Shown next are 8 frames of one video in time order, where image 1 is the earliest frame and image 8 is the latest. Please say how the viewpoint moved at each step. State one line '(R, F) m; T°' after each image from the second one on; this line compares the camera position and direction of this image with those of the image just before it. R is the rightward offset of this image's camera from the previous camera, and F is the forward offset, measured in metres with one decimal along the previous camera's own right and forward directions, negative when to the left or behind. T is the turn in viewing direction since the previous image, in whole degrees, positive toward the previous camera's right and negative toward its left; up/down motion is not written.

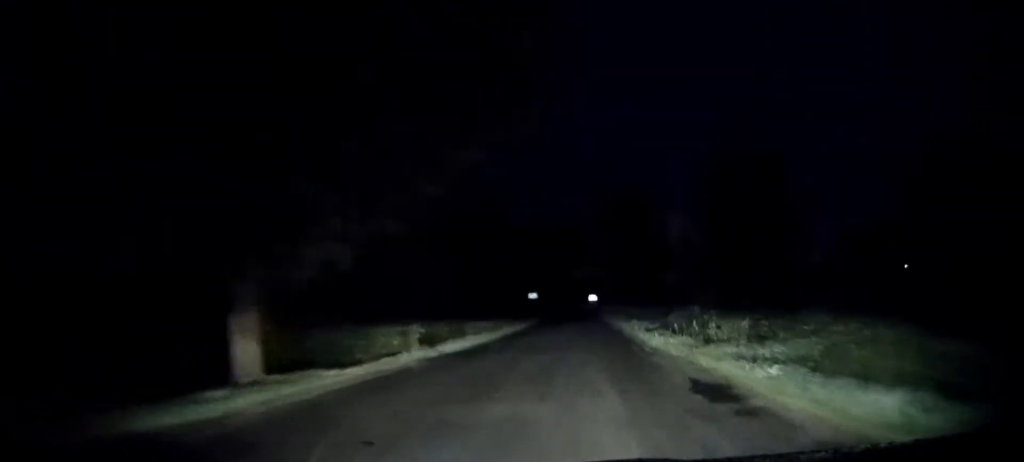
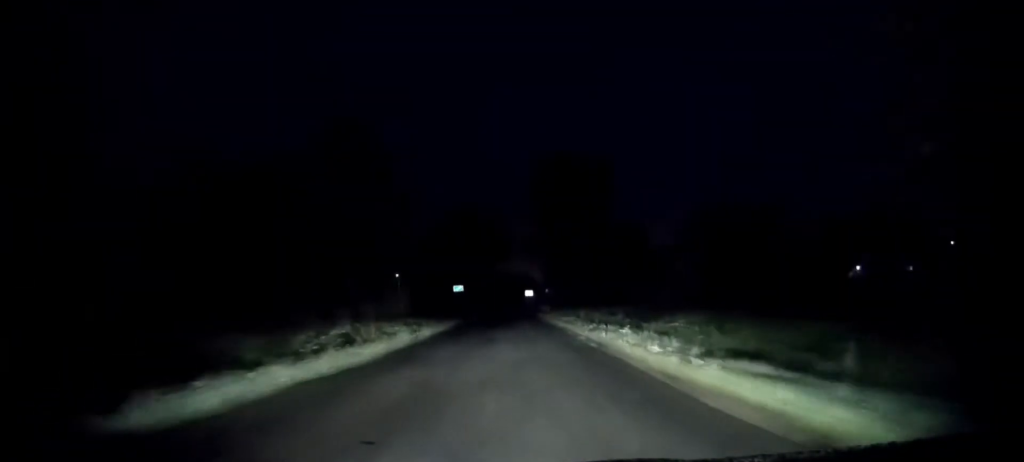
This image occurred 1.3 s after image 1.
(+1.0, +16.4) m; +4°
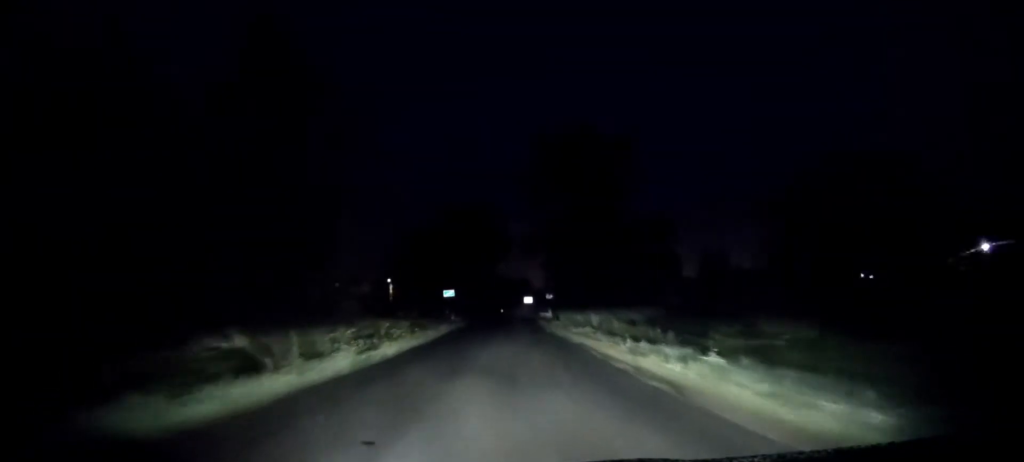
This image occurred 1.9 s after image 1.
(+0.1, +9.2) m; 0°
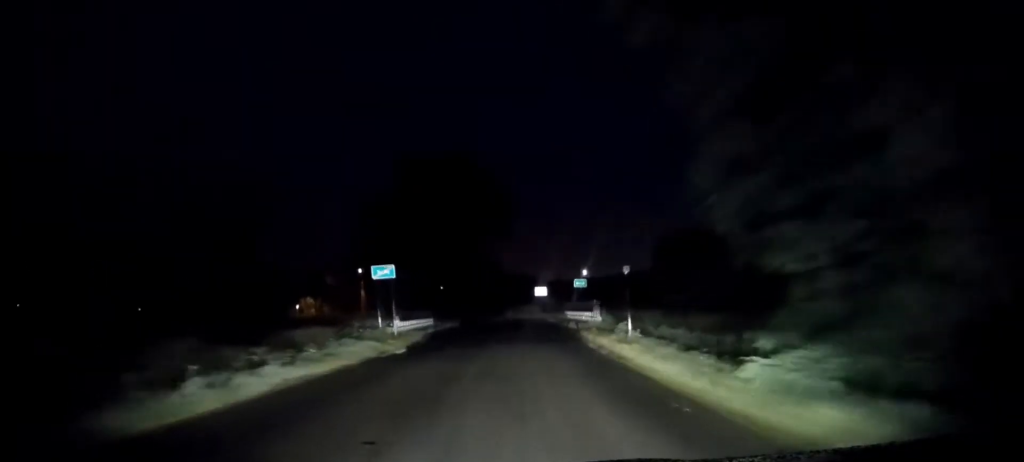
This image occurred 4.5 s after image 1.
(-0.1, +35.6) m; 0°
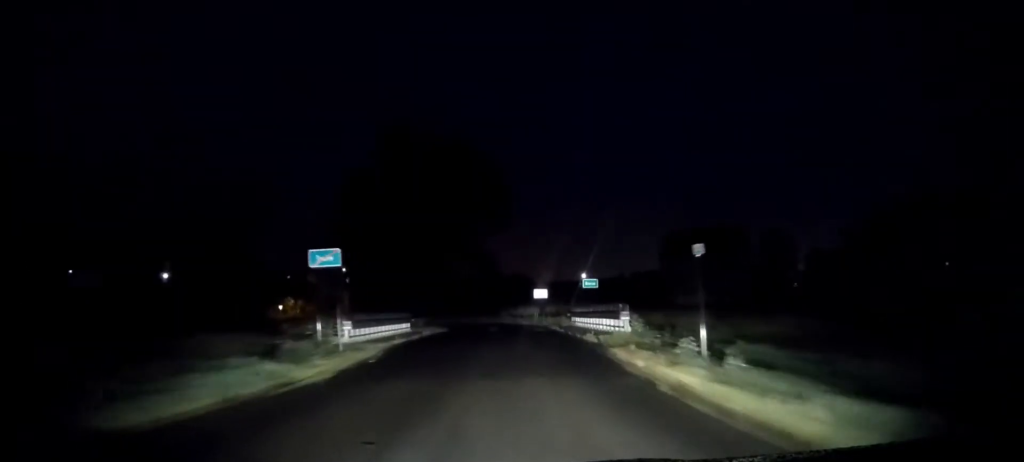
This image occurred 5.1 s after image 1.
(0.0, +9.6) m; 0°
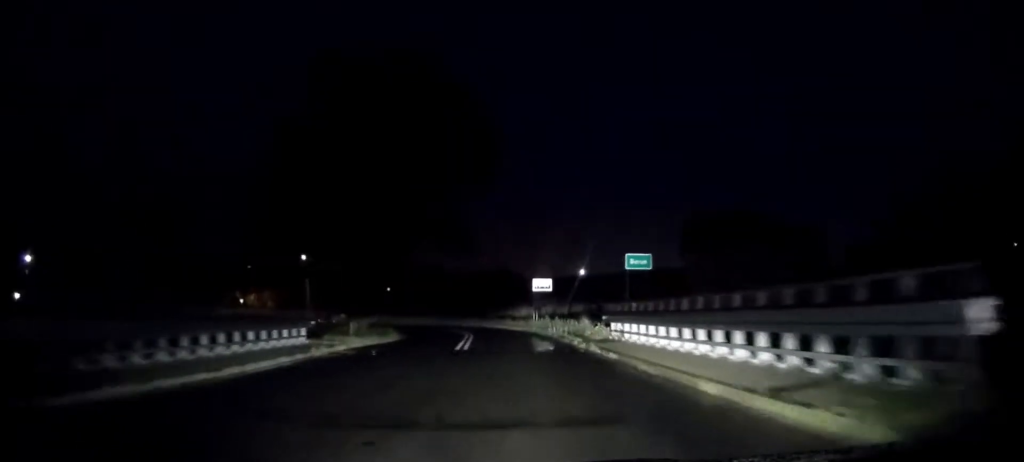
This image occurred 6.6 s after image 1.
(+0.1, +20.5) m; 0°
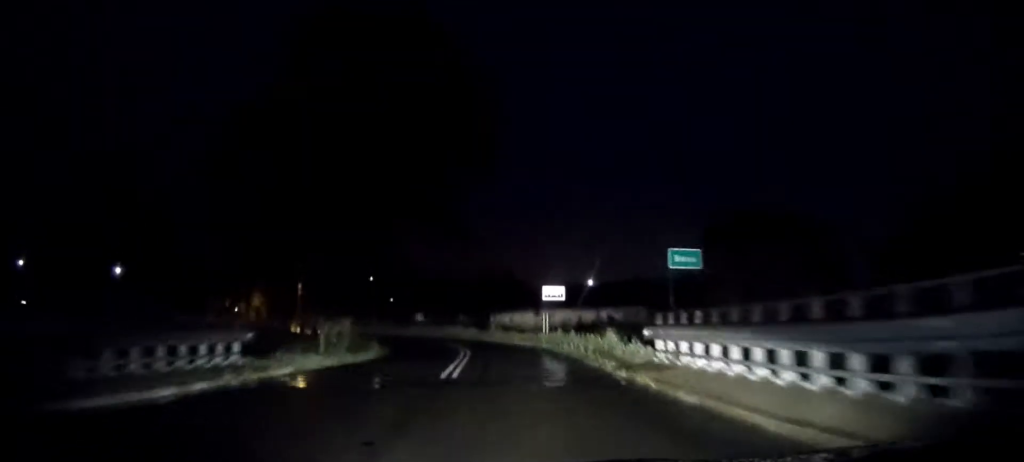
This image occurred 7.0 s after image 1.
(0.0, +6.1) m; -1°
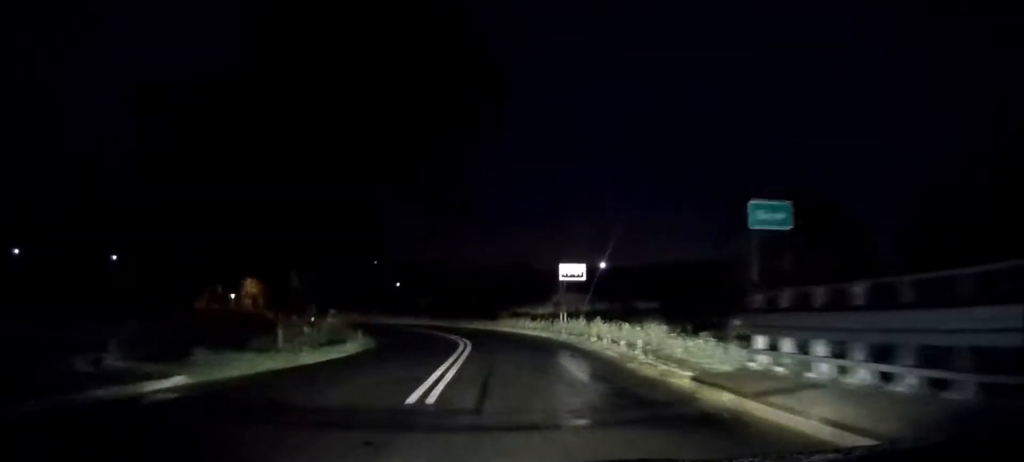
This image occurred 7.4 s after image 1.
(+0.1, +6.1) m; -1°
